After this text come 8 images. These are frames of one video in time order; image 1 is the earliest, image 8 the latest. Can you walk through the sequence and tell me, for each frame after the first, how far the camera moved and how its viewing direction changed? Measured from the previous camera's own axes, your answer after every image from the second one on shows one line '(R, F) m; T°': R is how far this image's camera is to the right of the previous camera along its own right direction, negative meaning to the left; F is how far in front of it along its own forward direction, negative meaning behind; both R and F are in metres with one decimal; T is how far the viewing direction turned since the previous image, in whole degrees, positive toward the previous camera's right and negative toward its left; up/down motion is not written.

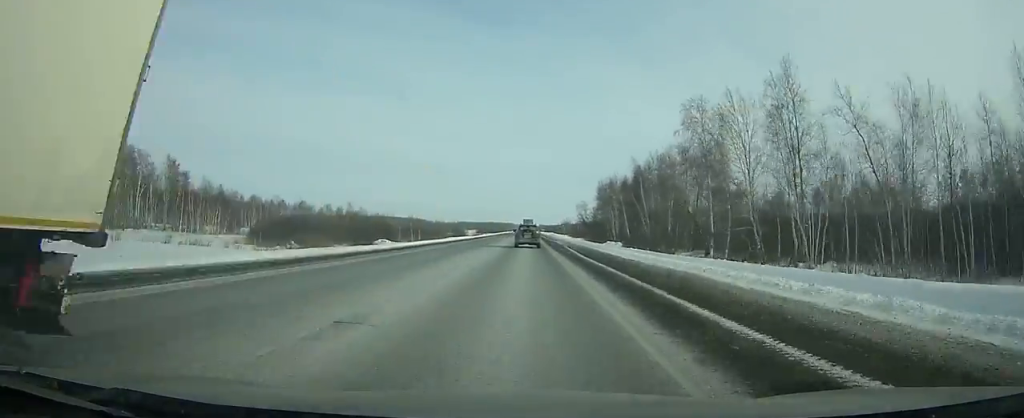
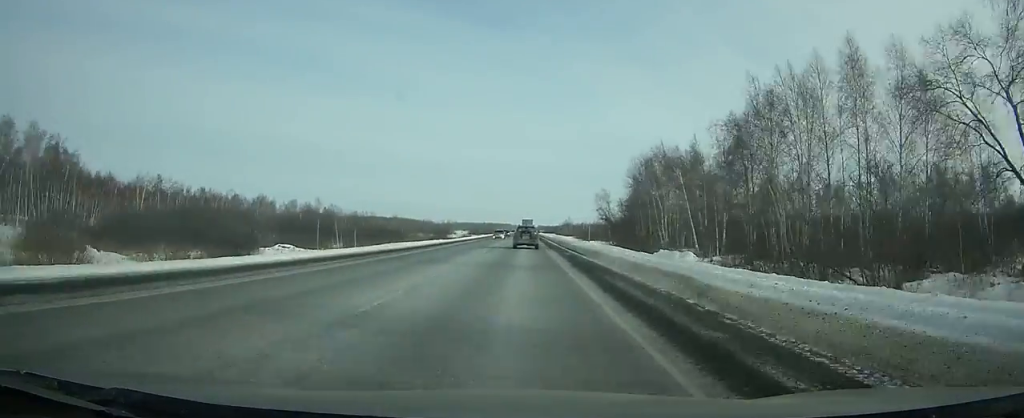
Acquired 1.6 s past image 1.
(0.0, +44.1) m; 0°
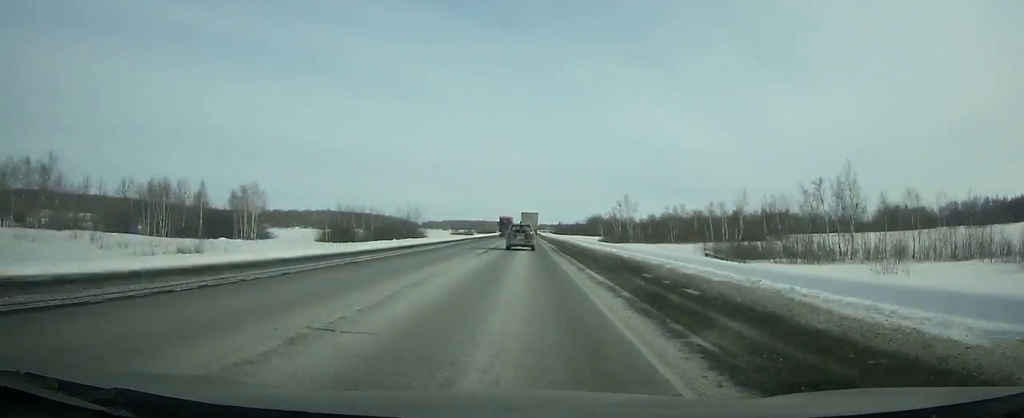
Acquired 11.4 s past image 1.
(+0.1, +265.6) m; 0°
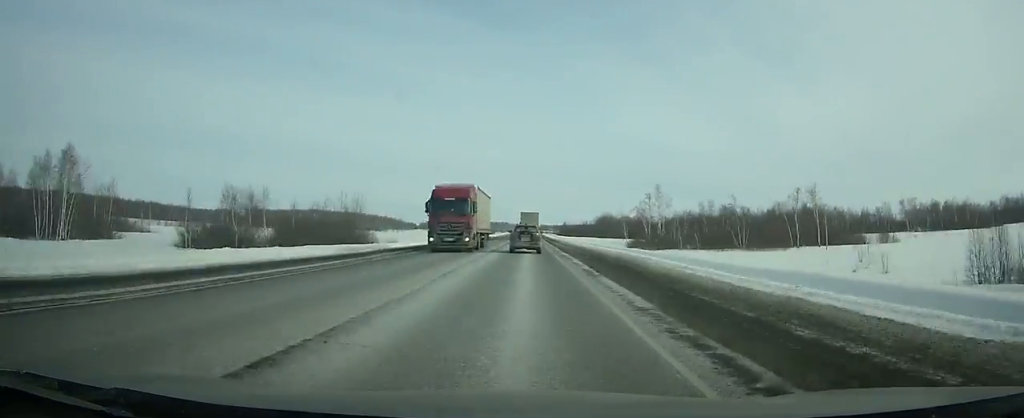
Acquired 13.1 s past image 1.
(-0.2, +44.9) m; 0°
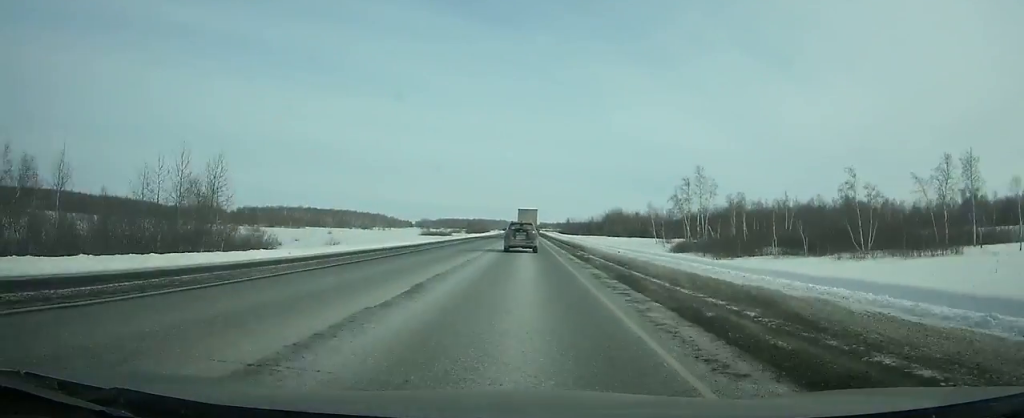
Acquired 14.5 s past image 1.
(0.0, +36.4) m; 0°
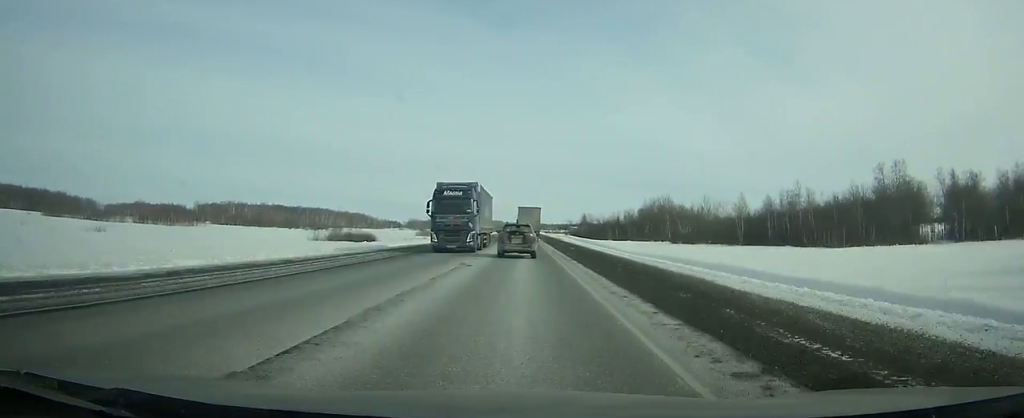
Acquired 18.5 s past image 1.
(+0.2, +101.9) m; 0°
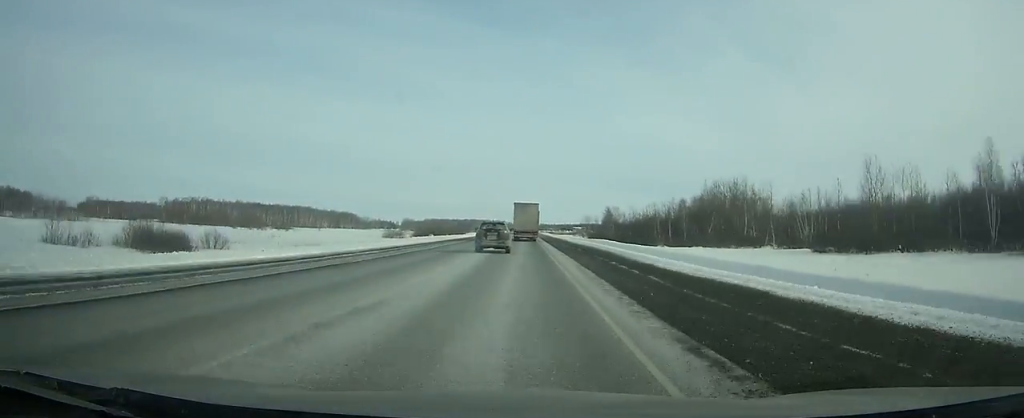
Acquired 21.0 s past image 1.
(-0.1, +62.6) m; 0°
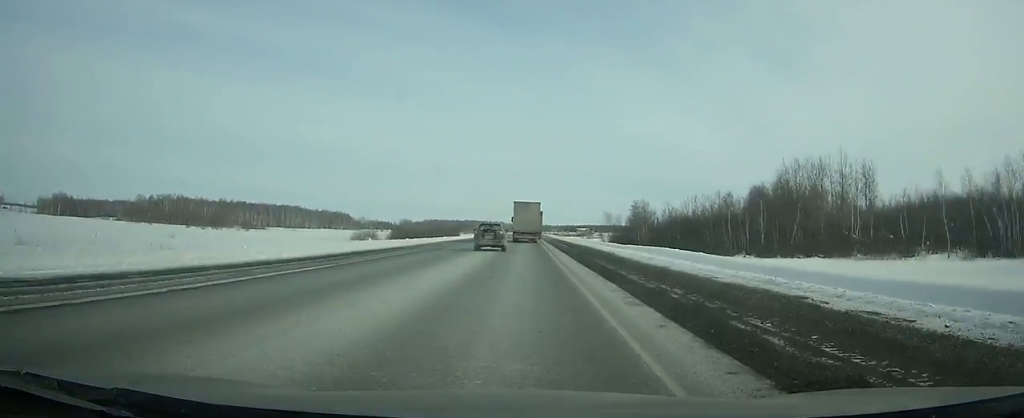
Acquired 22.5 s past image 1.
(-0.1, +37.2) m; 0°
